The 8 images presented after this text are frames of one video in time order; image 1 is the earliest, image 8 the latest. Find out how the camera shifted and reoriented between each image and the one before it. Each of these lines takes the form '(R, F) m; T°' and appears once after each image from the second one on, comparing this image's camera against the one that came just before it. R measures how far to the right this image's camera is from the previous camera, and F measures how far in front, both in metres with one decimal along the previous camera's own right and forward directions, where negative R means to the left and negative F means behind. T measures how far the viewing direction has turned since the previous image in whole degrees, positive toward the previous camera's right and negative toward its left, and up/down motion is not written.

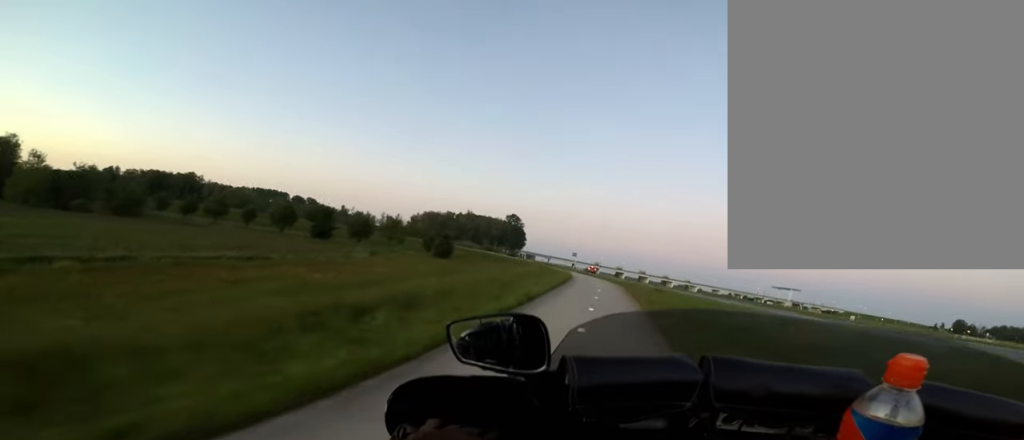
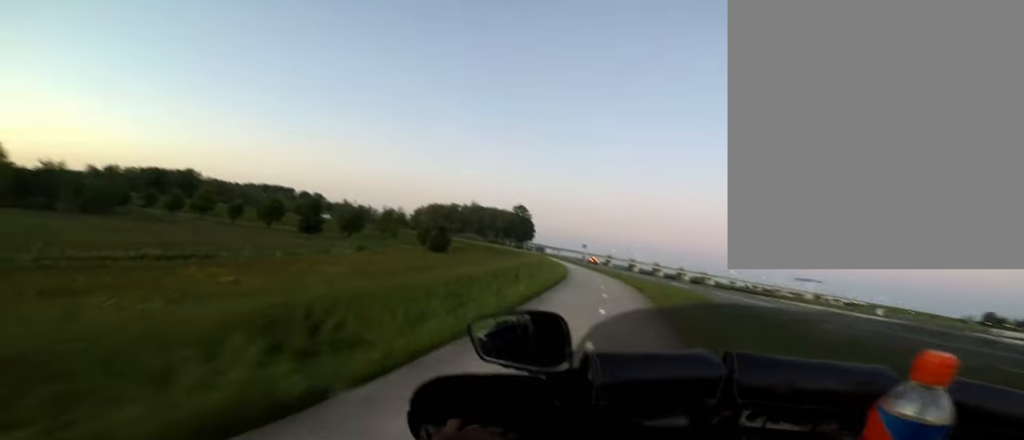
(0.0, +7.3) m; -2°
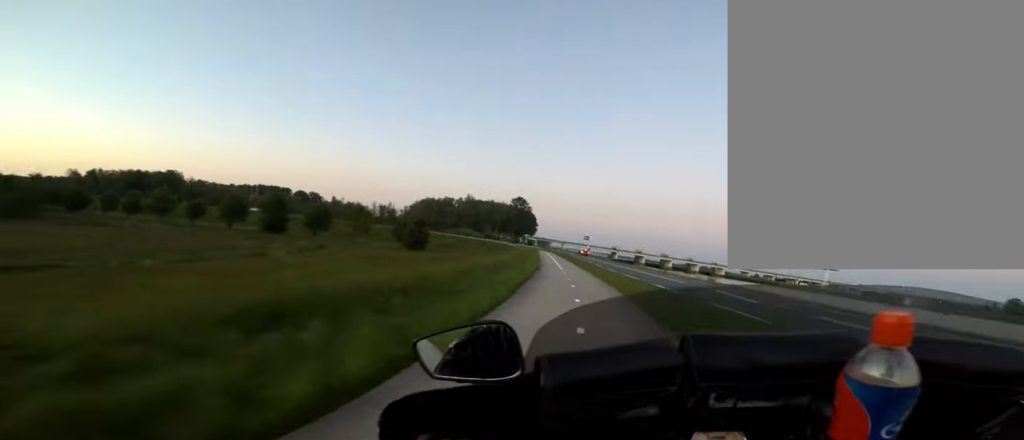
(-0.7, +11.1) m; -9°
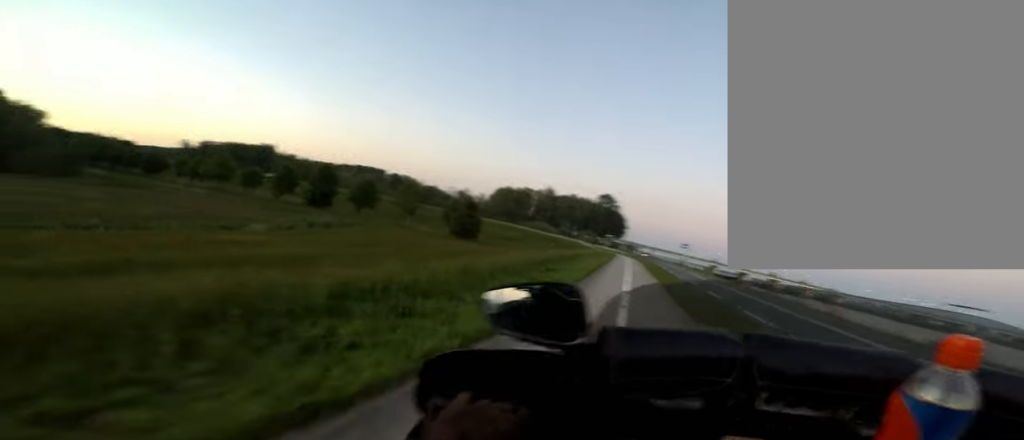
(-1.2, +15.9) m; -4°
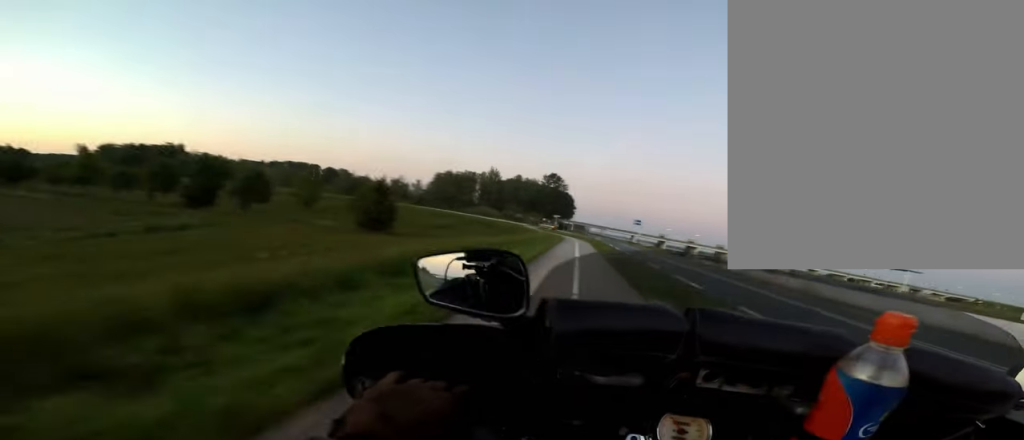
(-0.2, +11.0) m; 0°
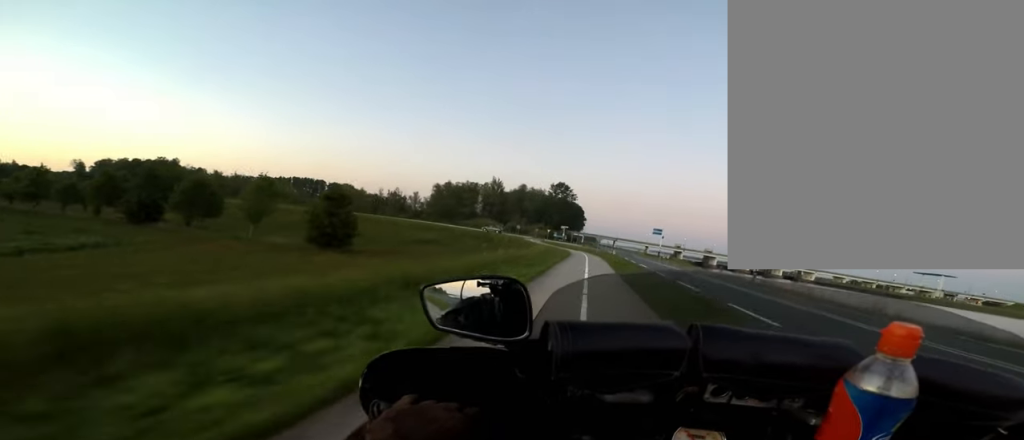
(+0.2, +10.4) m; 0°
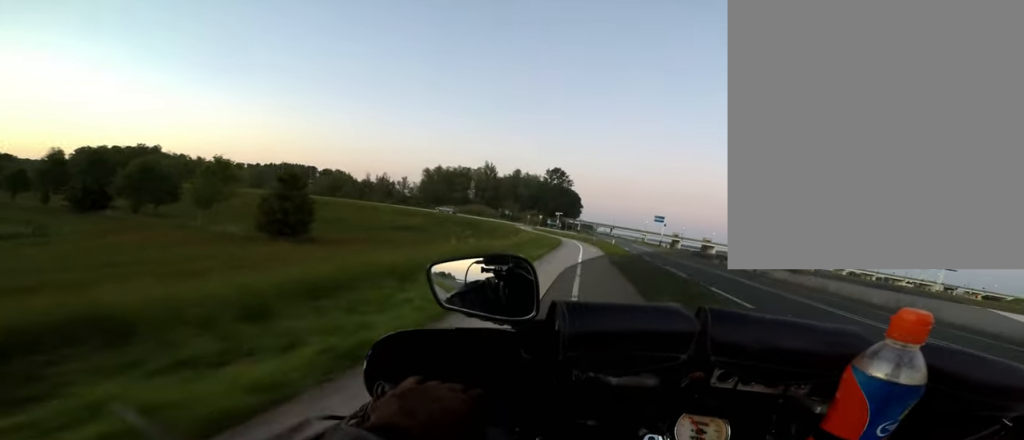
(-0.1, +4.9) m; -2°
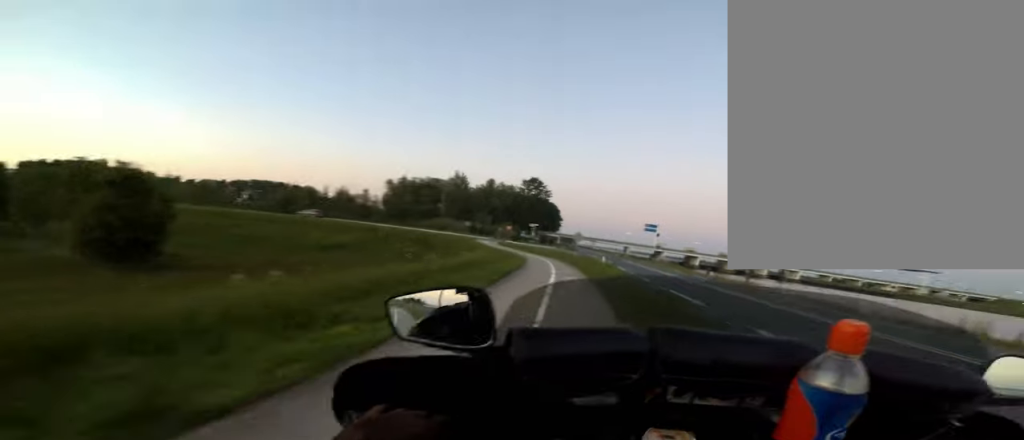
(-0.5, +10.0) m; -3°
